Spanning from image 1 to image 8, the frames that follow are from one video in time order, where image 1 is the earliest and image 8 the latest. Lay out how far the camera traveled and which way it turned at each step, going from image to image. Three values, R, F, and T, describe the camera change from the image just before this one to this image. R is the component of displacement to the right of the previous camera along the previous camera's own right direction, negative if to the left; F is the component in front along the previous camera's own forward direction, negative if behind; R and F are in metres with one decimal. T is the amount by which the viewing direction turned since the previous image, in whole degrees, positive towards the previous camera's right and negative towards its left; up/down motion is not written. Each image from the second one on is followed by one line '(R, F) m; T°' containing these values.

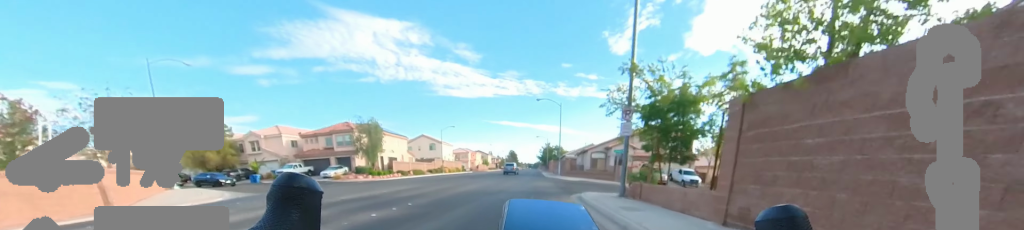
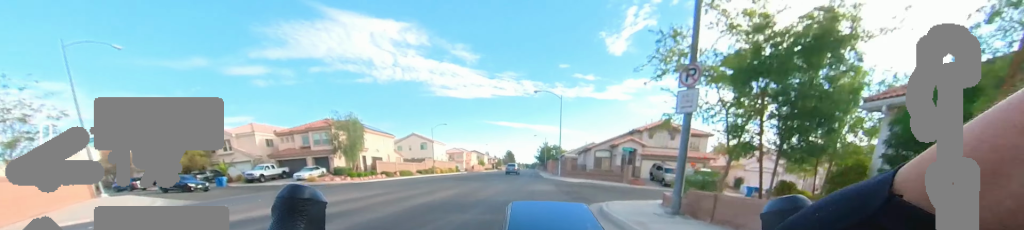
(0.0, +4.5) m; 0°
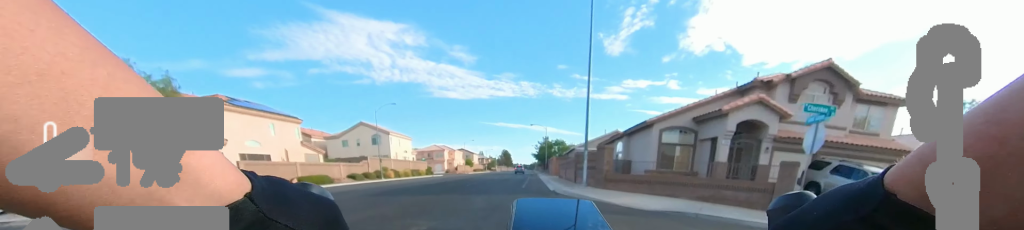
(0.0, +22.1) m; 0°
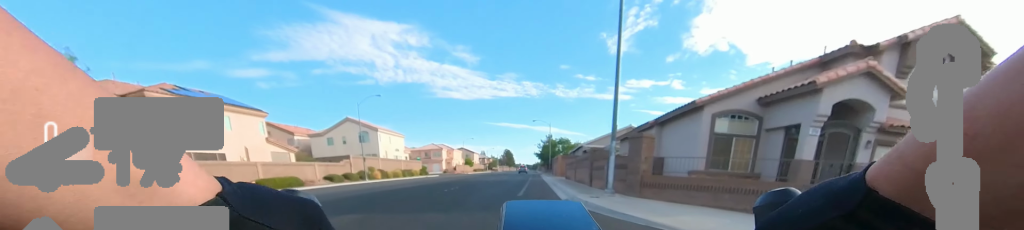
(0.0, +4.5) m; 0°
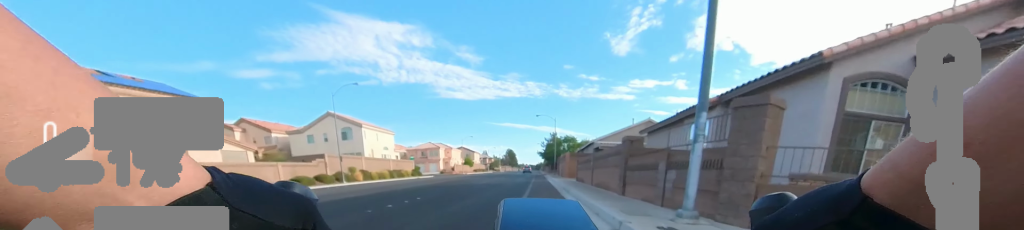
(0.0, +3.9) m; 0°
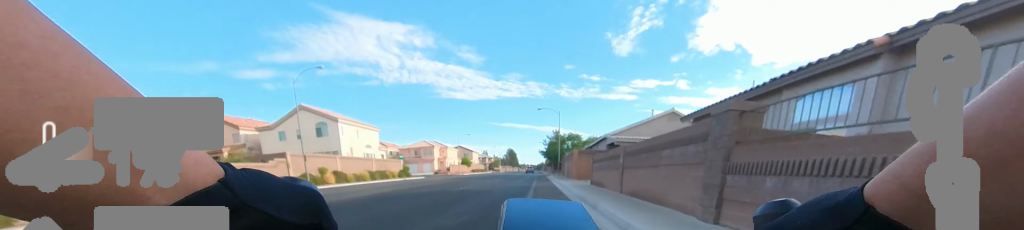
(0.0, +4.1) m; 0°
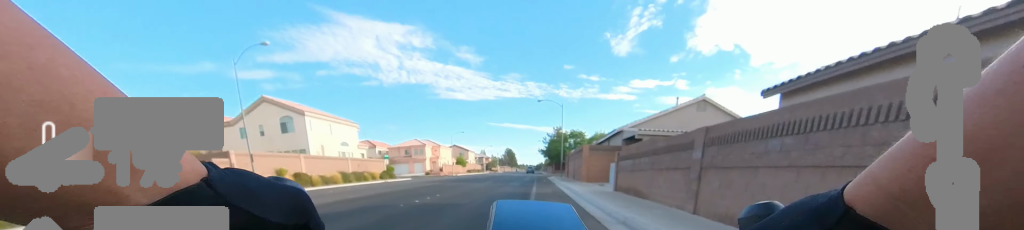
(0.0, +5.1) m; 0°
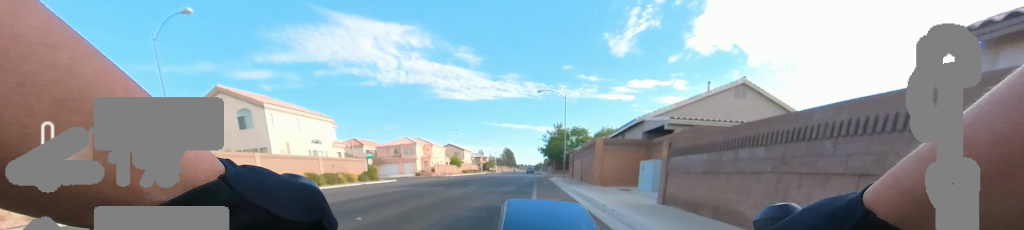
(0.0, +5.4) m; 0°
